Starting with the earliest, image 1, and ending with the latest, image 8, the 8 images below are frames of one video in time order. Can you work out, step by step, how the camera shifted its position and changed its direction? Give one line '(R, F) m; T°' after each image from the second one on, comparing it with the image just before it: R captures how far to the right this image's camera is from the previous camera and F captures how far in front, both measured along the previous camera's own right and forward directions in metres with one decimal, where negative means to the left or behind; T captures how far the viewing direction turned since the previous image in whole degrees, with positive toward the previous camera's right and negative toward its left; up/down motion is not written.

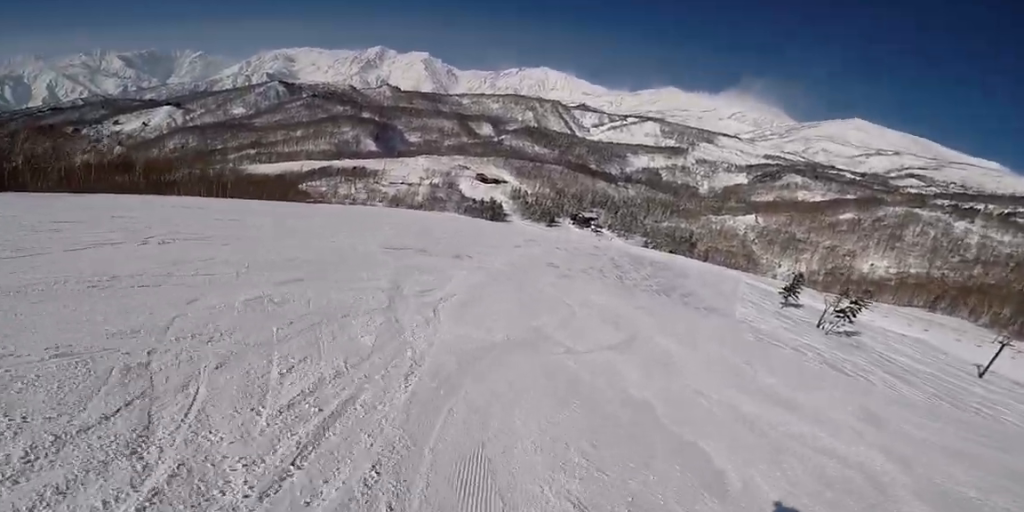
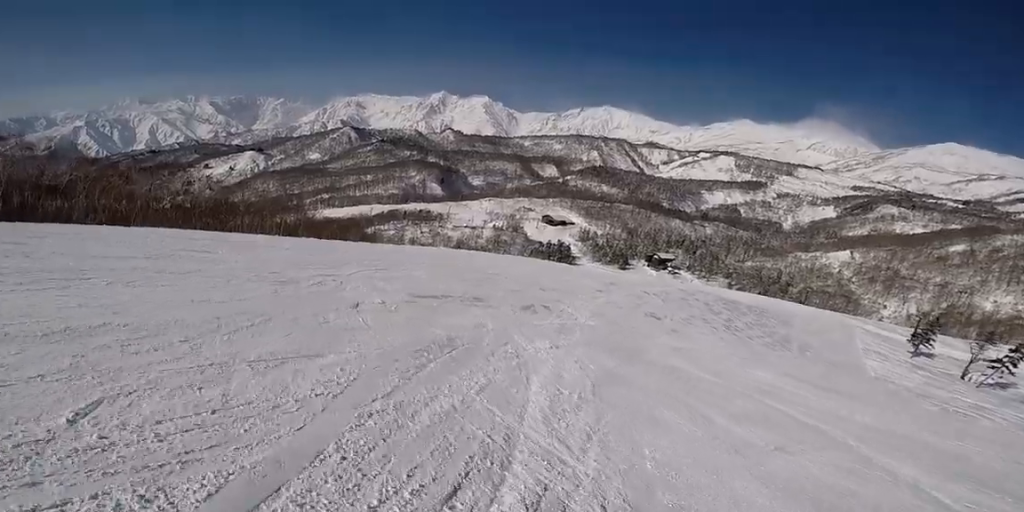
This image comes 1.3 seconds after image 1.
(-1.7, +9.3) m; -11°
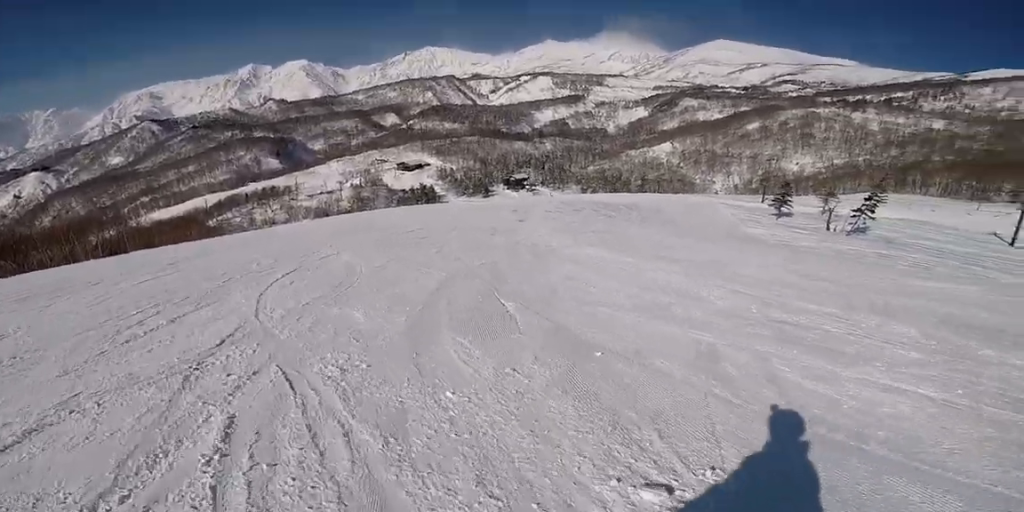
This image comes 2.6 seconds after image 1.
(+0.3, +9.7) m; +23°
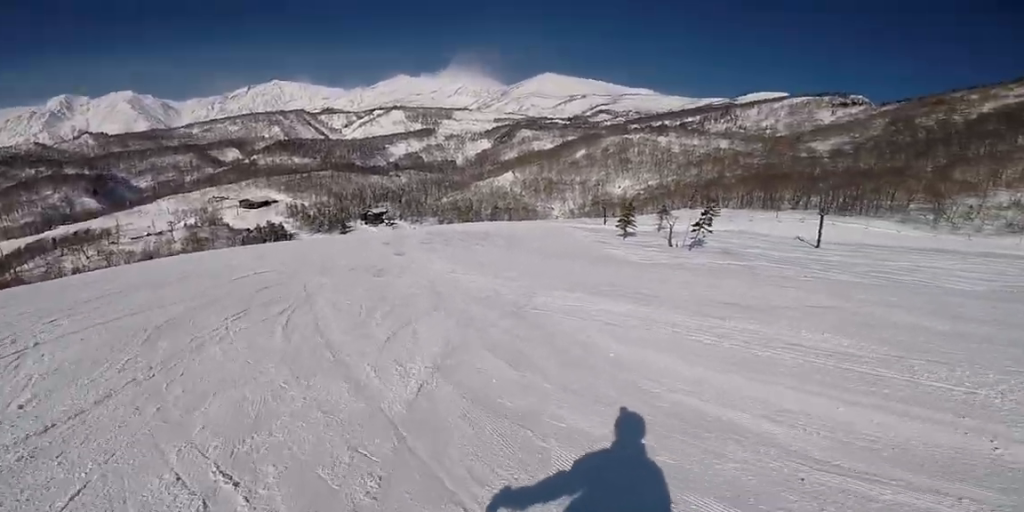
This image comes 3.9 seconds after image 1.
(+3.1, +7.9) m; +28°
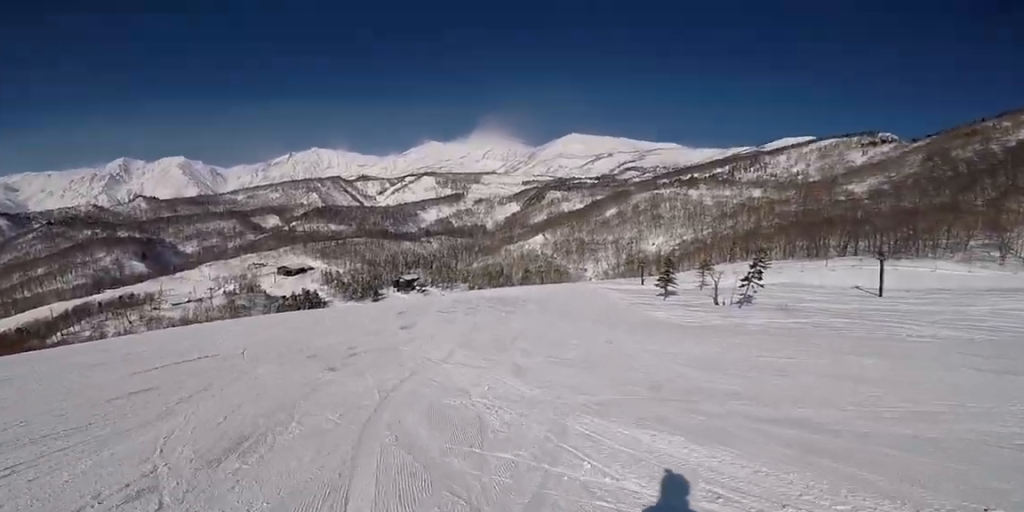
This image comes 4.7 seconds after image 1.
(+0.4, +5.5) m; -9°
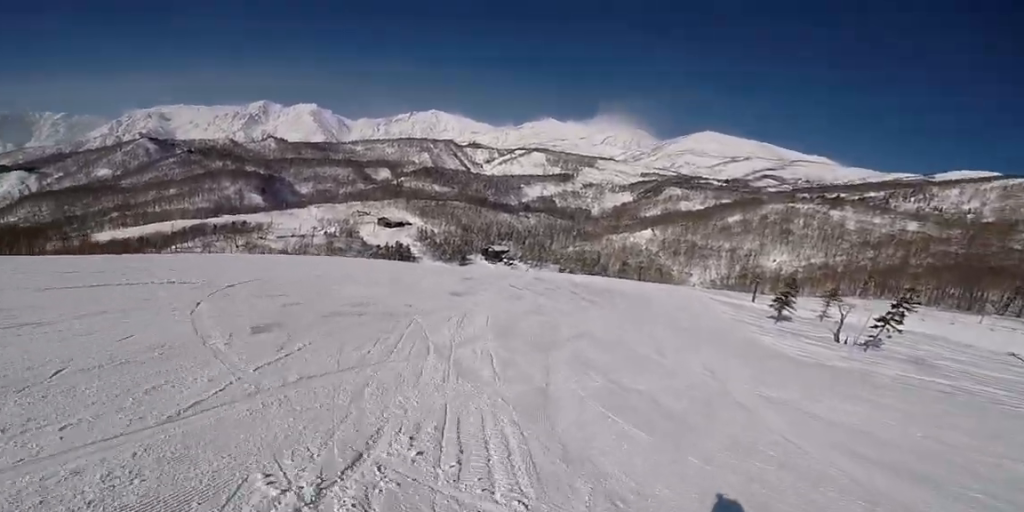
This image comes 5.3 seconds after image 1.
(-0.9, +4.3) m; -18°
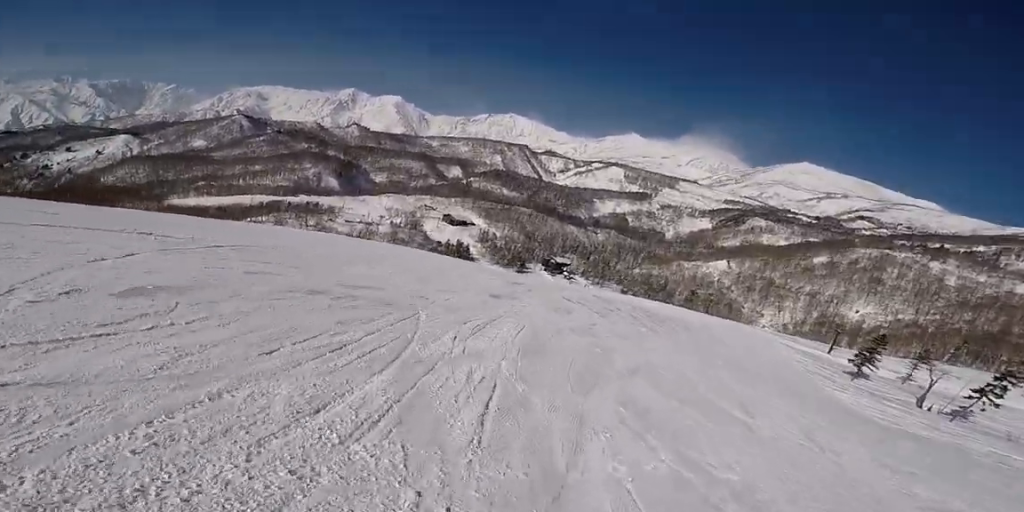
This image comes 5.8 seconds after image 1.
(0.0, +3.0) m; -13°
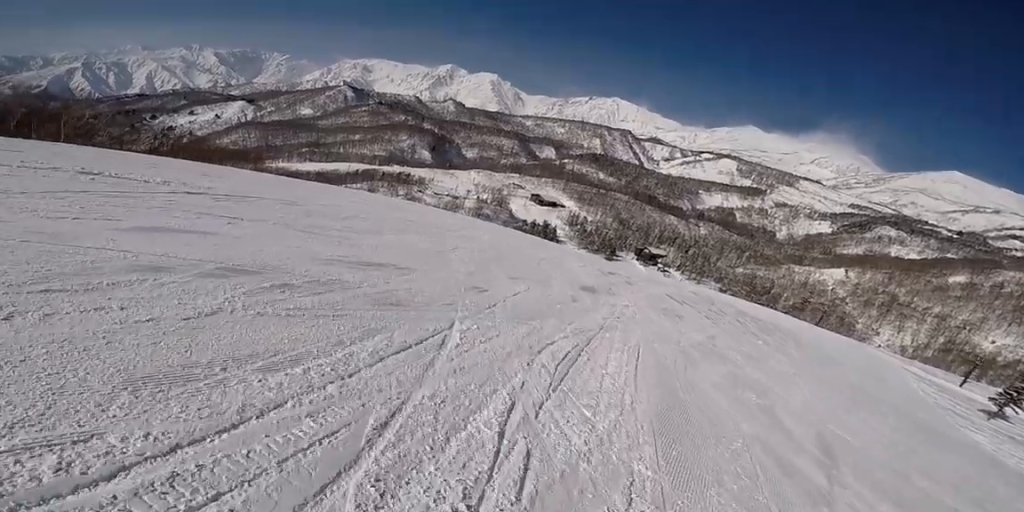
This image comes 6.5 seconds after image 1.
(-1.2, +4.4) m; -10°
